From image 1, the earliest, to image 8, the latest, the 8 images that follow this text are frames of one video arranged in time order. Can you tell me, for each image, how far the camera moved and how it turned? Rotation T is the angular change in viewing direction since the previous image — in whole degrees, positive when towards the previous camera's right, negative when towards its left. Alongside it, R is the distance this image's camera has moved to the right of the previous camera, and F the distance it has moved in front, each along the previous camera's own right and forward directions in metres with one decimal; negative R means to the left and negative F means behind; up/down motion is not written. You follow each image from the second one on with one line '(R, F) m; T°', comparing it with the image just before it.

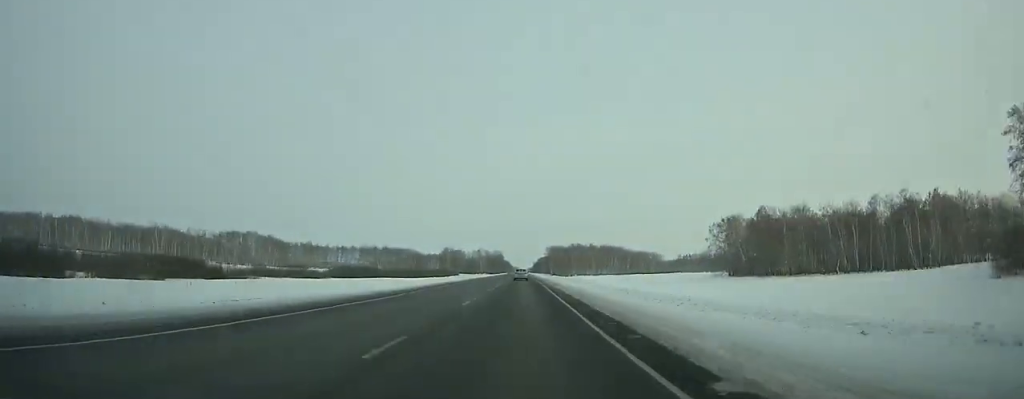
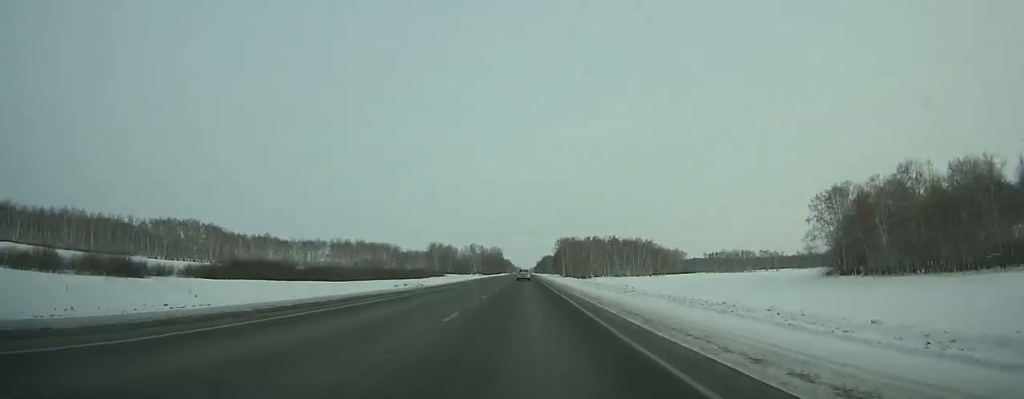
(-0.6, +80.2) m; 0°
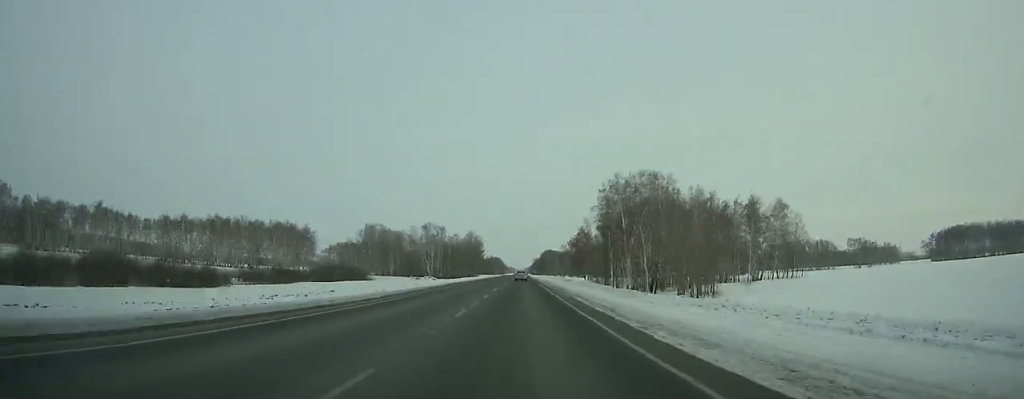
(+0.6, +158.8) m; 0°
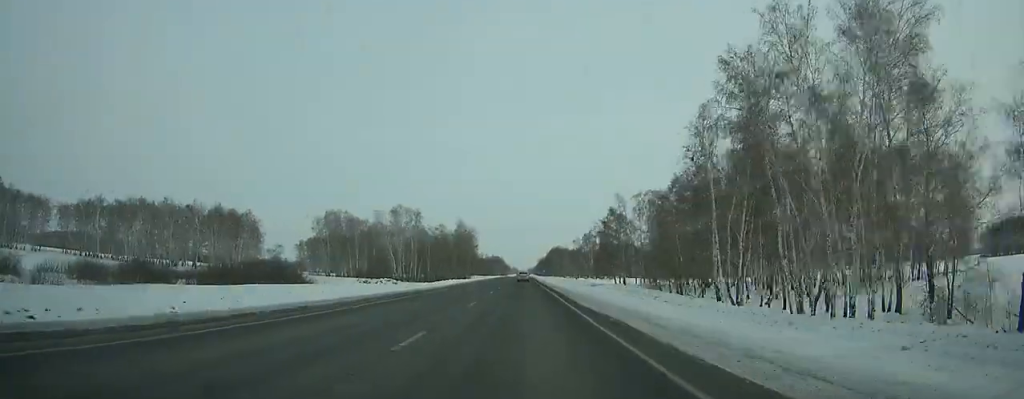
(+0.1, +56.3) m; 0°
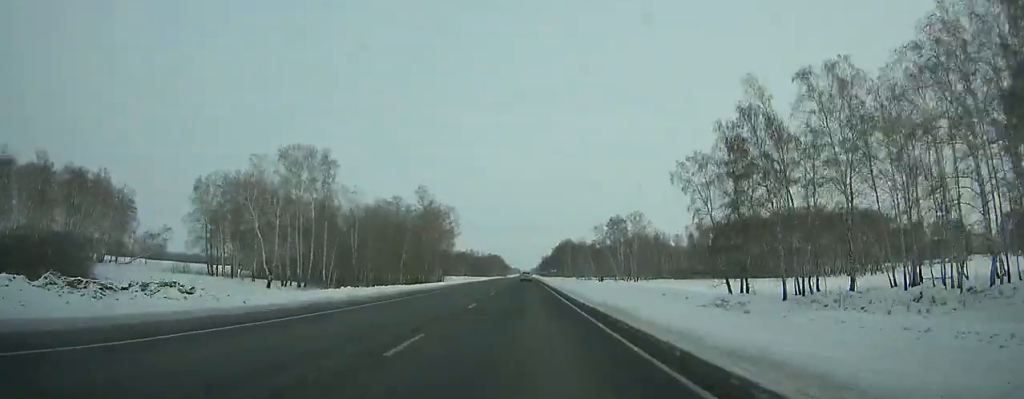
(+0.1, +71.9) m; 0°
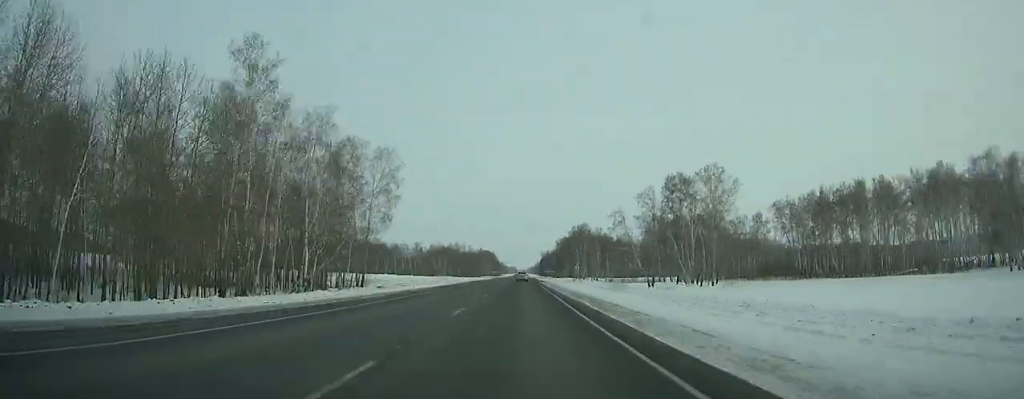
(-0.1, +75.7) m; 0°
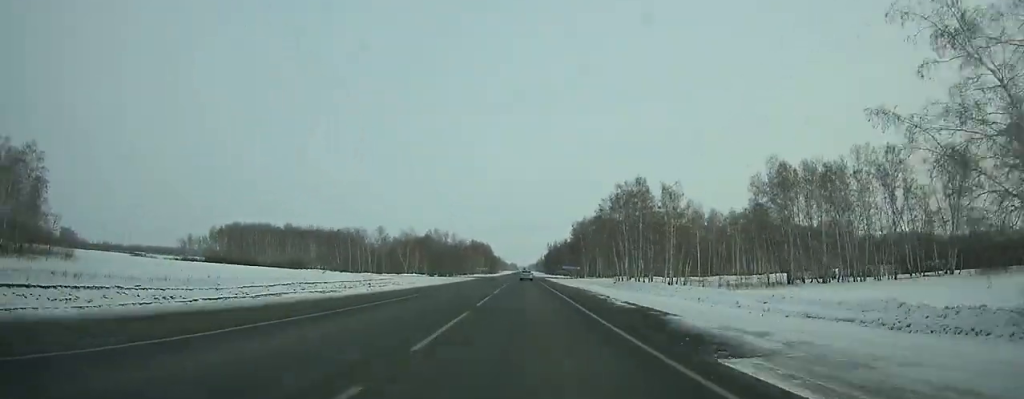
(+0.1, +87.6) m; 0°
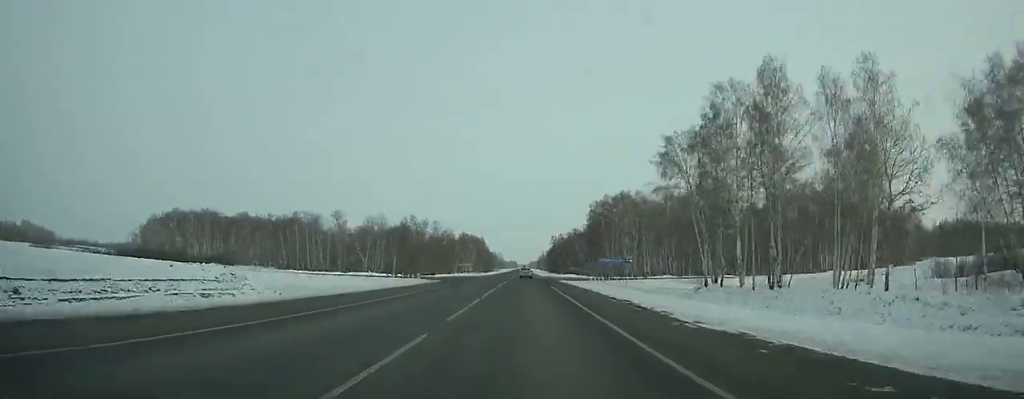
(0.0, +55.7) m; 0°
